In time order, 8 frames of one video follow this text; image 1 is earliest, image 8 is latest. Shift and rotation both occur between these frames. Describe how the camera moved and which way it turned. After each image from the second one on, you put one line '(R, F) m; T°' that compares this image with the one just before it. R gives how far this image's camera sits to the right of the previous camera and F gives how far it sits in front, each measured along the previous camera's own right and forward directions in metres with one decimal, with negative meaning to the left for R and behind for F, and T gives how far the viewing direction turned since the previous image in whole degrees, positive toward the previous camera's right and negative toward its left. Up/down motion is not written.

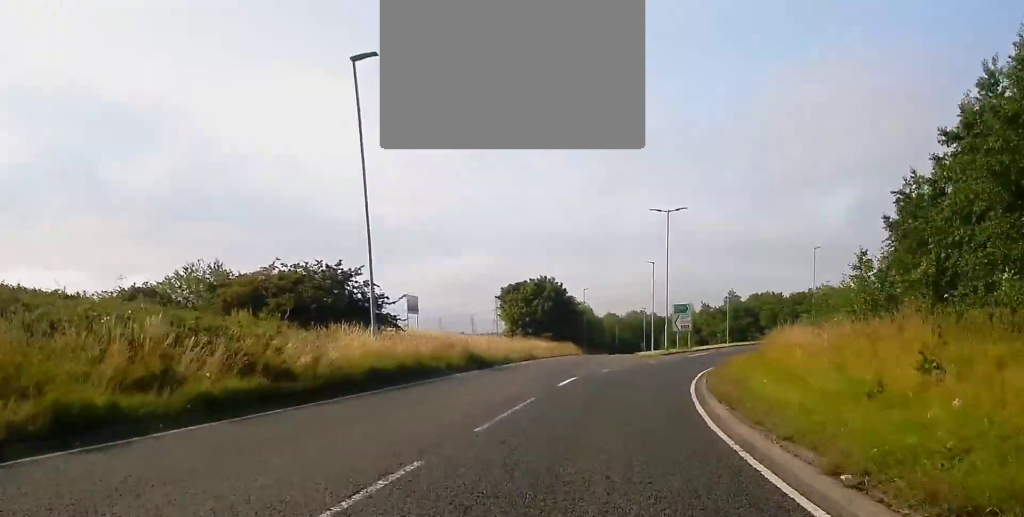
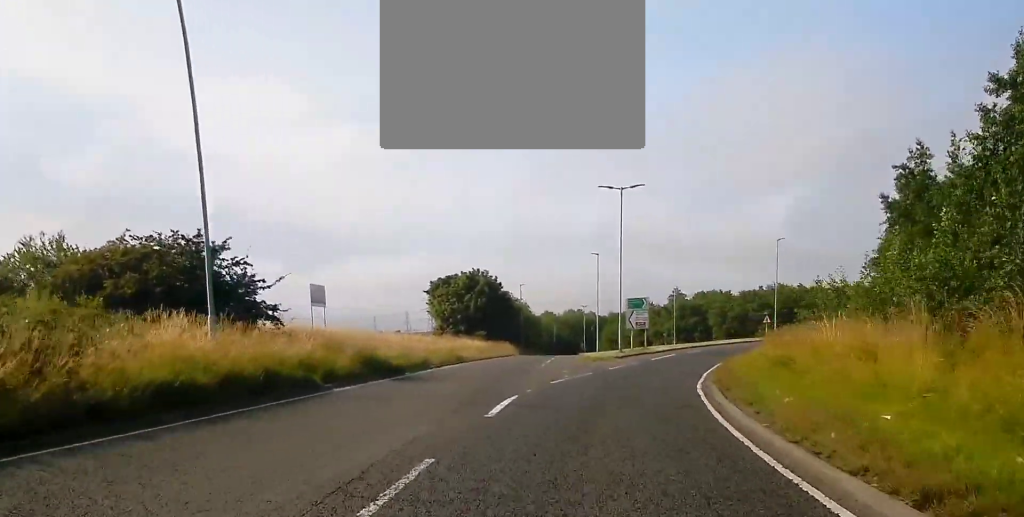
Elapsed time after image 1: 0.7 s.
(+0.2, +8.9) m; +5°
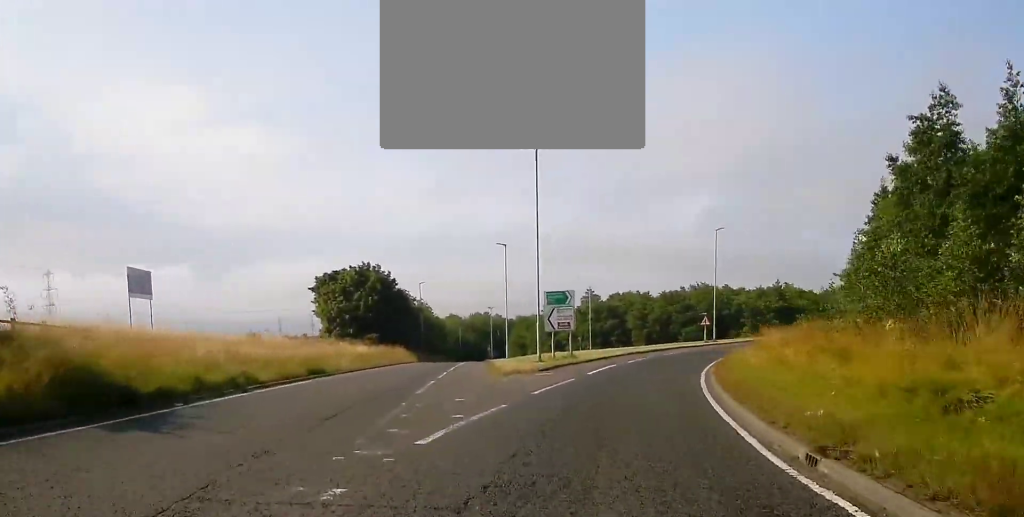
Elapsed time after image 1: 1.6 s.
(+0.9, +12.0) m; +6°
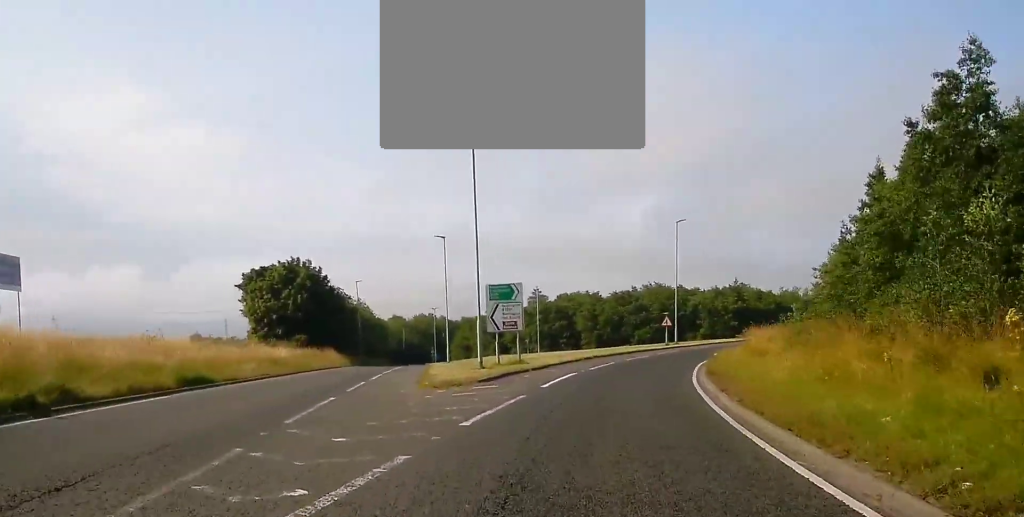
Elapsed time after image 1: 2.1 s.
(+0.2, +6.7) m; +4°
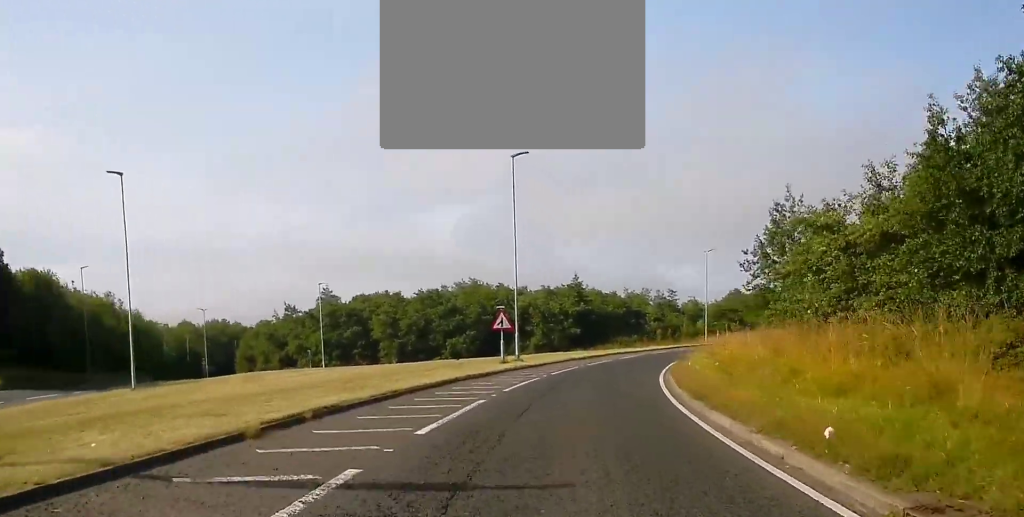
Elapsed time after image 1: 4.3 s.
(+3.8, +27.7) m; +13°
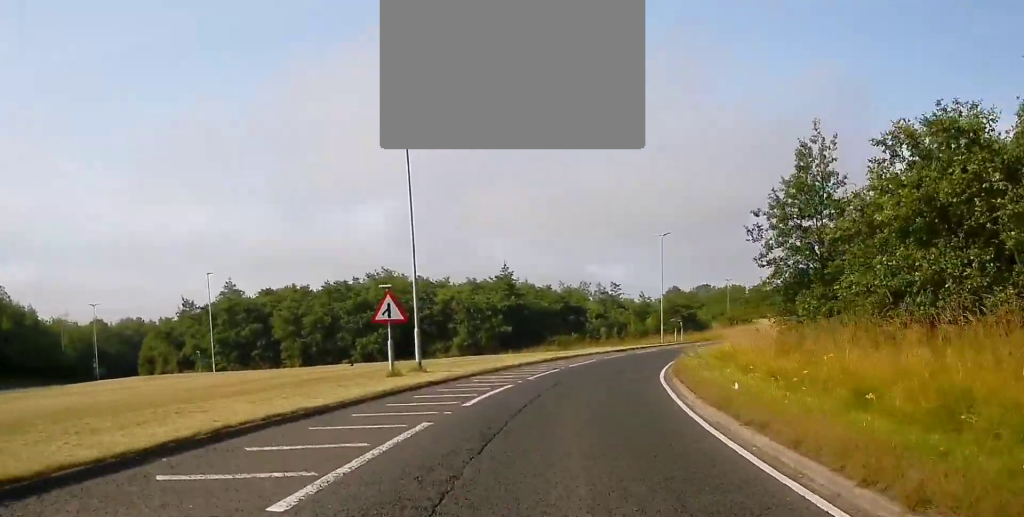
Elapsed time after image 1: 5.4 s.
(+0.3, +13.8) m; +4°
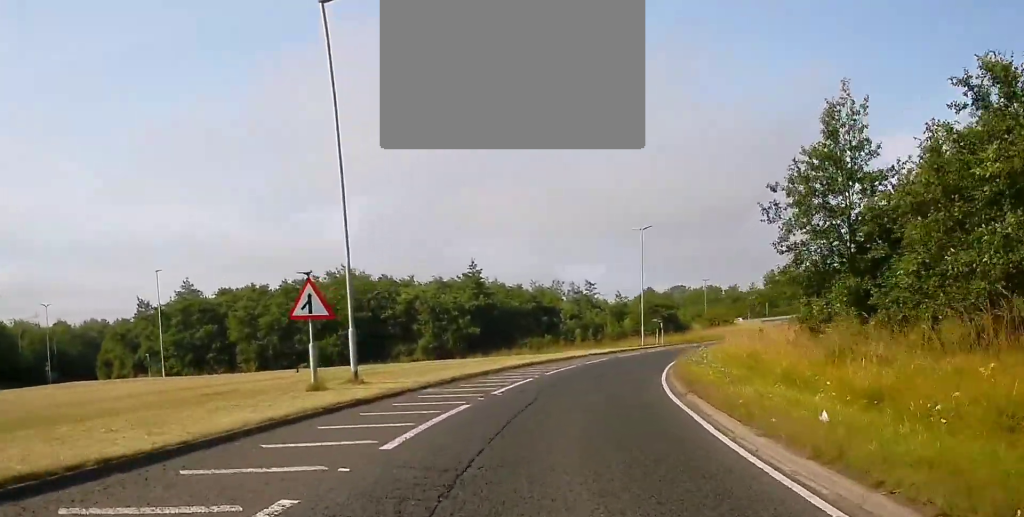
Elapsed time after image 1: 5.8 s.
(-0.1, +5.6) m; +2°
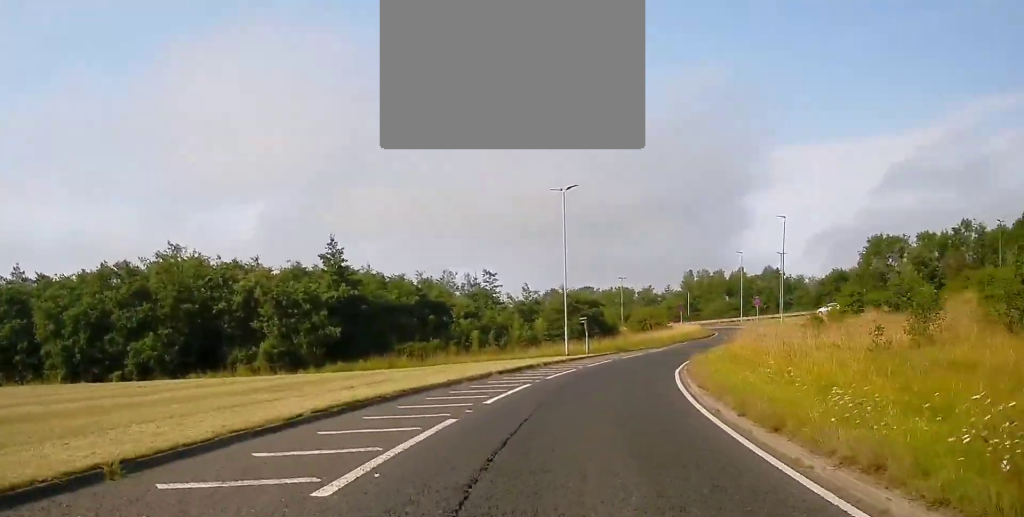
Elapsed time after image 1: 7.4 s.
(+2.0, +20.1) m; +10°
